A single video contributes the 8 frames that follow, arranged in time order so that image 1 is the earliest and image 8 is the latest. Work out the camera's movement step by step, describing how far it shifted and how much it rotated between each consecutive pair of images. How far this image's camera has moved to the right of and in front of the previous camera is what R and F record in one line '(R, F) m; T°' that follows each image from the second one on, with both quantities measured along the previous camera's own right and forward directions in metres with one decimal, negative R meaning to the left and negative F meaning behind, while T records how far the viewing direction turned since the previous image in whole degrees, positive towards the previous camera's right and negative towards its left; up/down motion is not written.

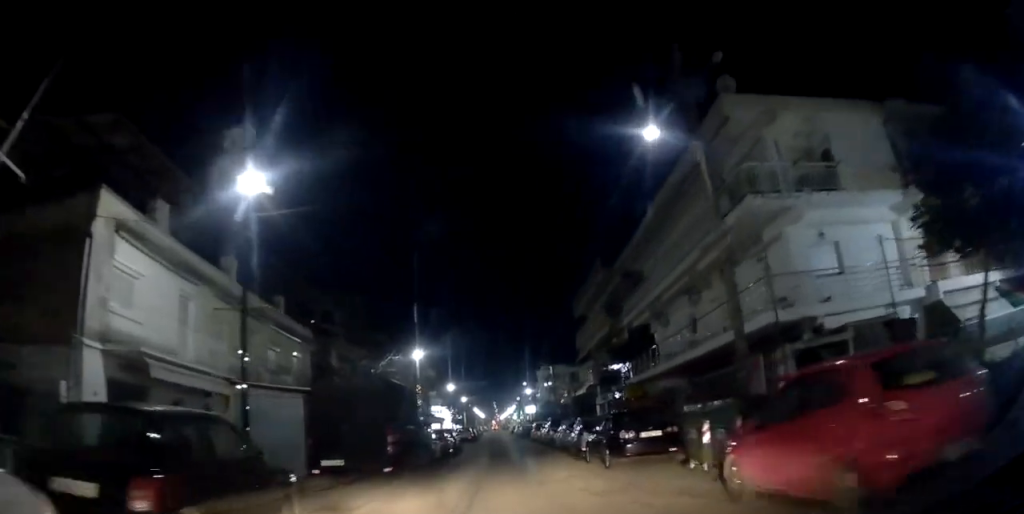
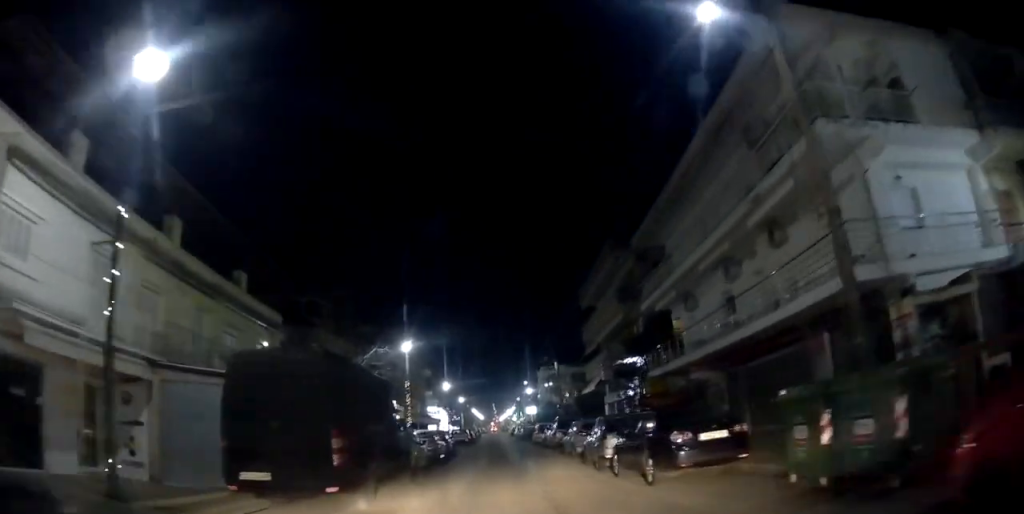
(0.0, +4.0) m; -1°
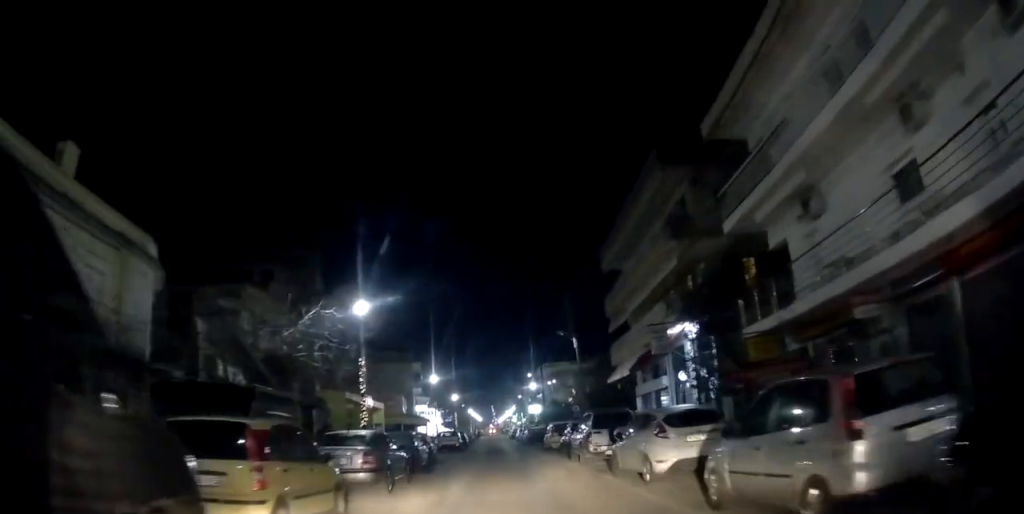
(-0.4, +10.0) m; -2°
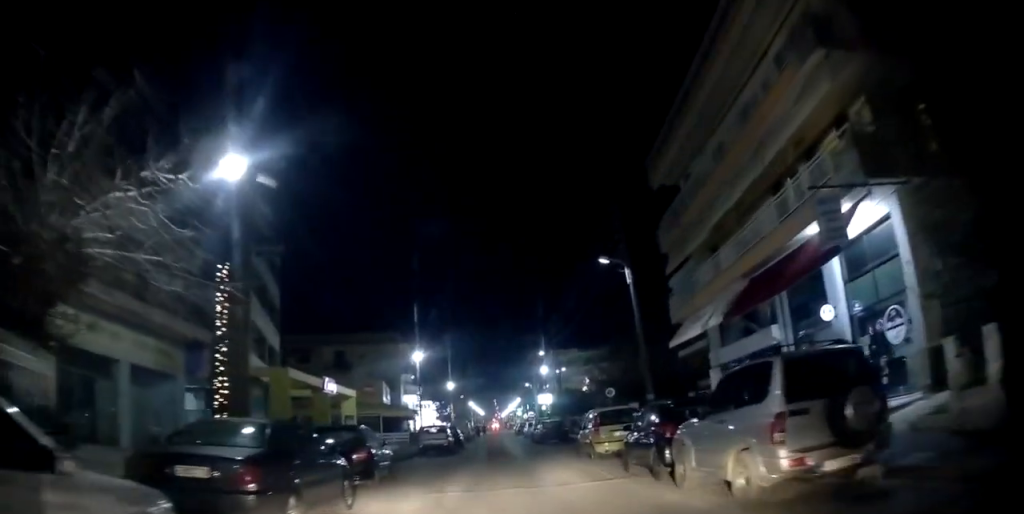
(+0.3, +11.3) m; +2°
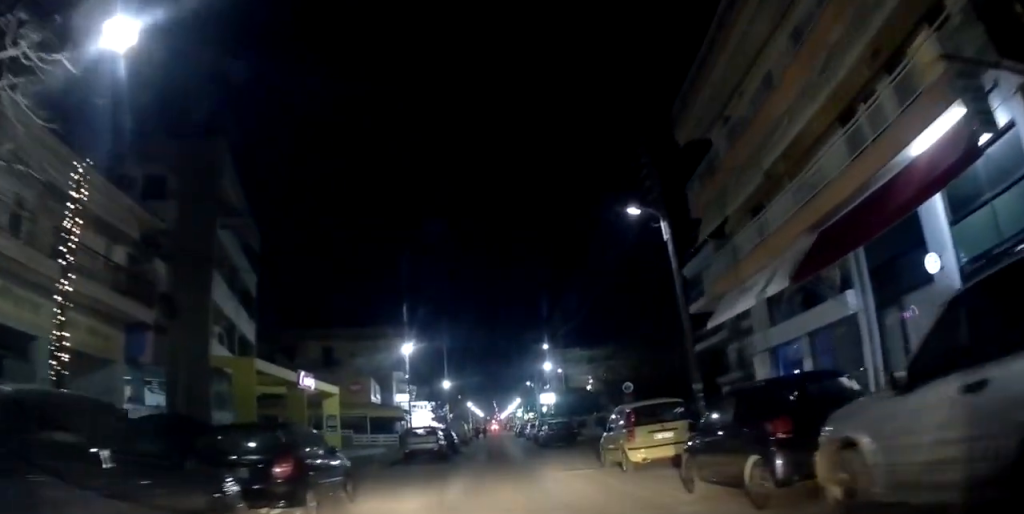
(0.0, +4.1) m; -1°
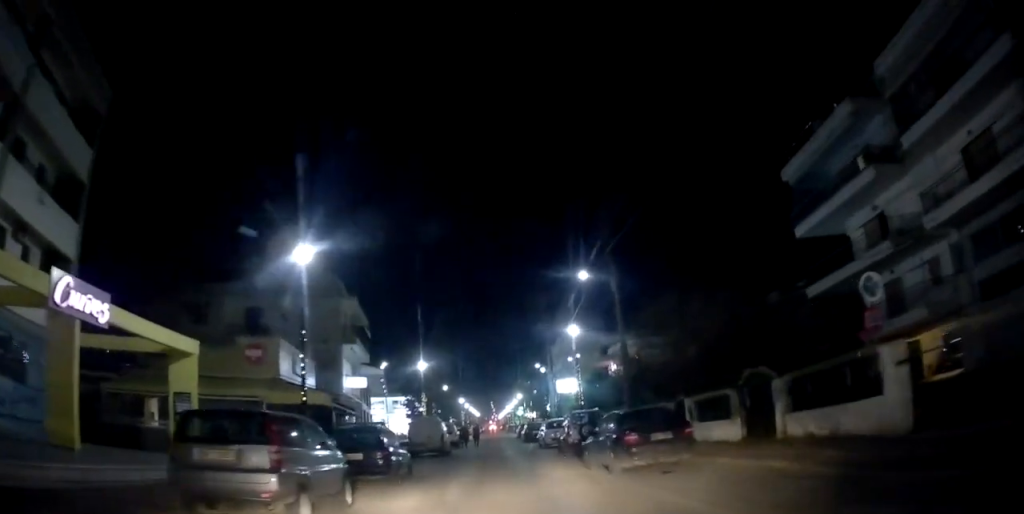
(+0.3, +17.7) m; +4°
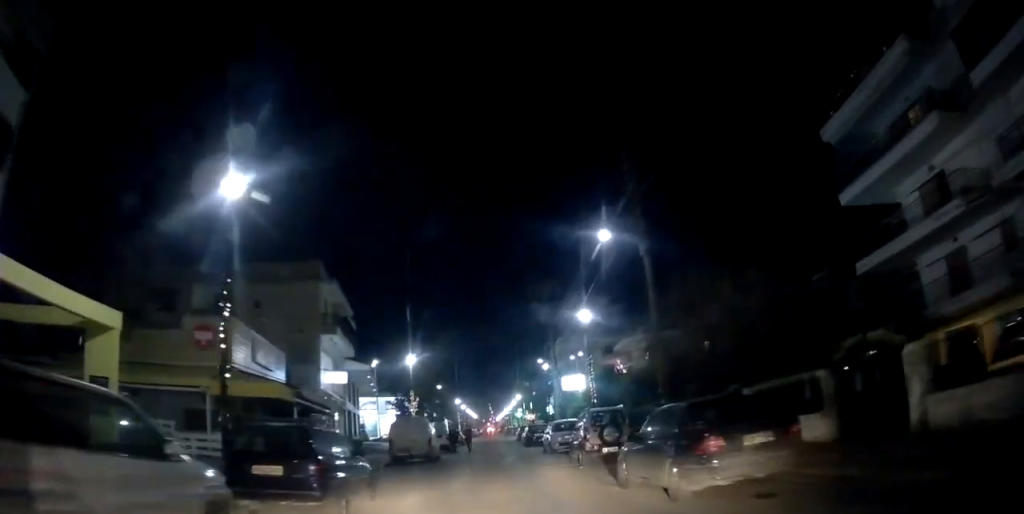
(0.0, +4.5) m; -1°
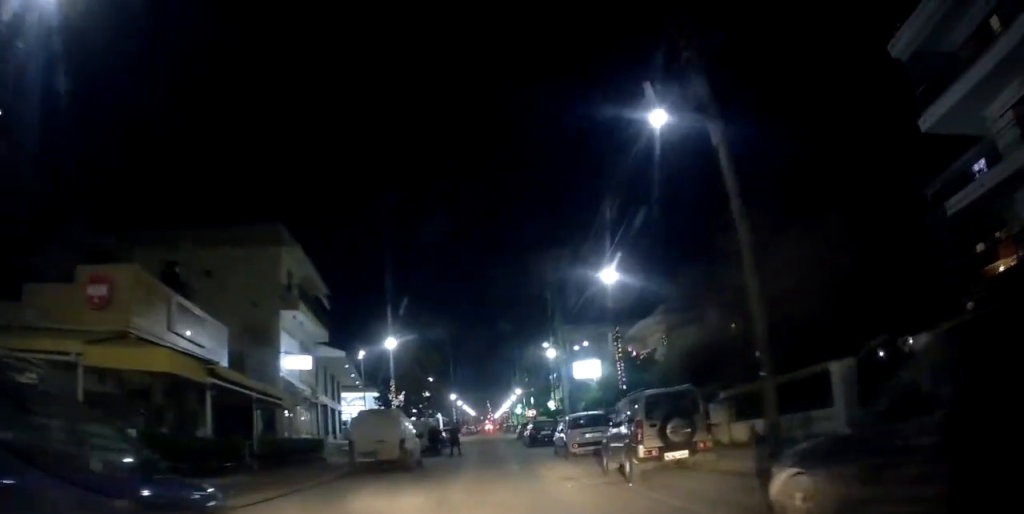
(-0.2, +6.3) m; -1°
